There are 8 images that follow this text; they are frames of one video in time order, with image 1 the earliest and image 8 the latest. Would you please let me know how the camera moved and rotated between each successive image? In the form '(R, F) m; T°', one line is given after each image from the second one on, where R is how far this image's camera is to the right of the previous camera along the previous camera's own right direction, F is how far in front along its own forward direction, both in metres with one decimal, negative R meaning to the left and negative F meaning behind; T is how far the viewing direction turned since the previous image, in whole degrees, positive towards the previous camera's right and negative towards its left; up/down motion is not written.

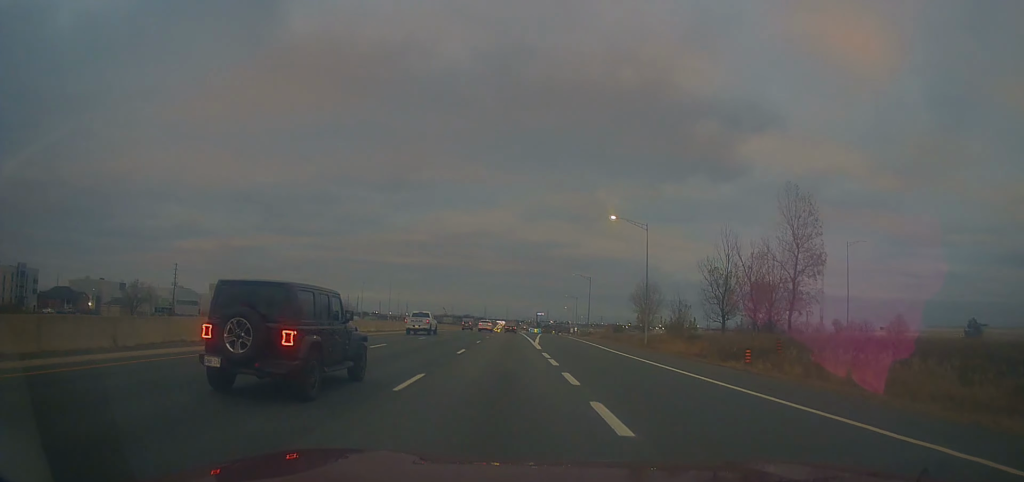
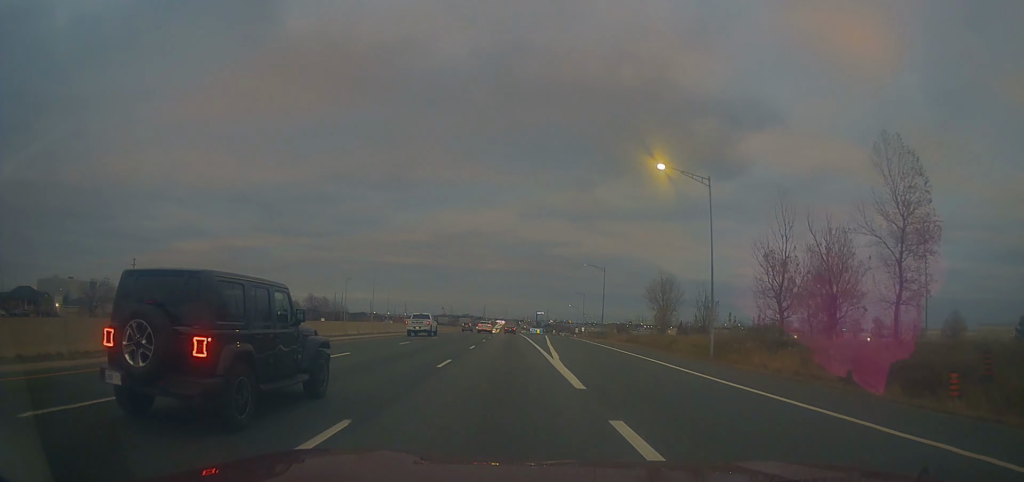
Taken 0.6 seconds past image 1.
(0.0, +18.7) m; 0°
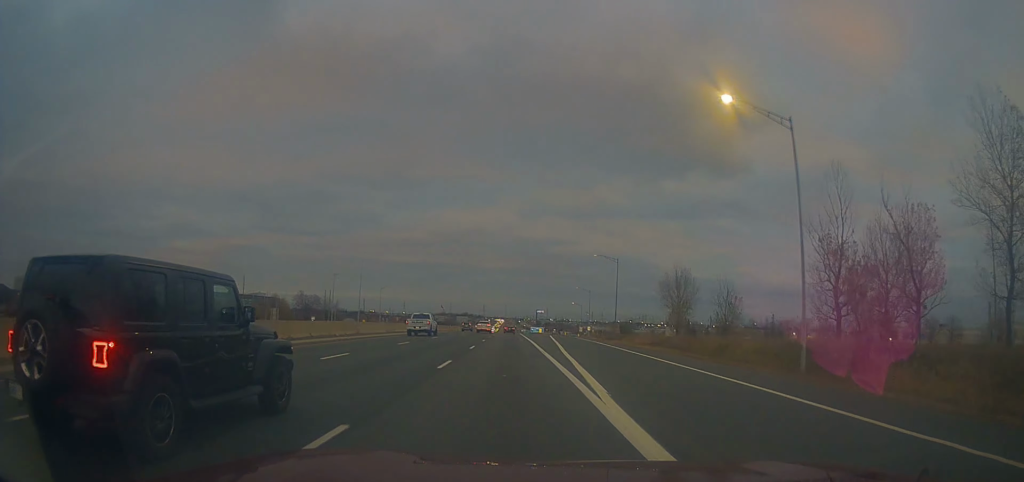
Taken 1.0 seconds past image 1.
(+0.3, +12.5) m; 0°
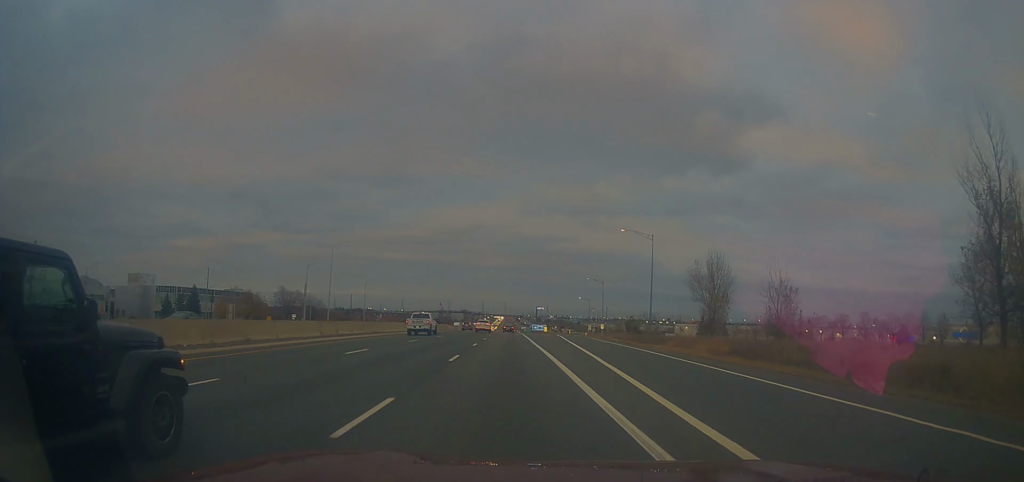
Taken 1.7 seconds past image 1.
(+0.1, +21.8) m; 0°
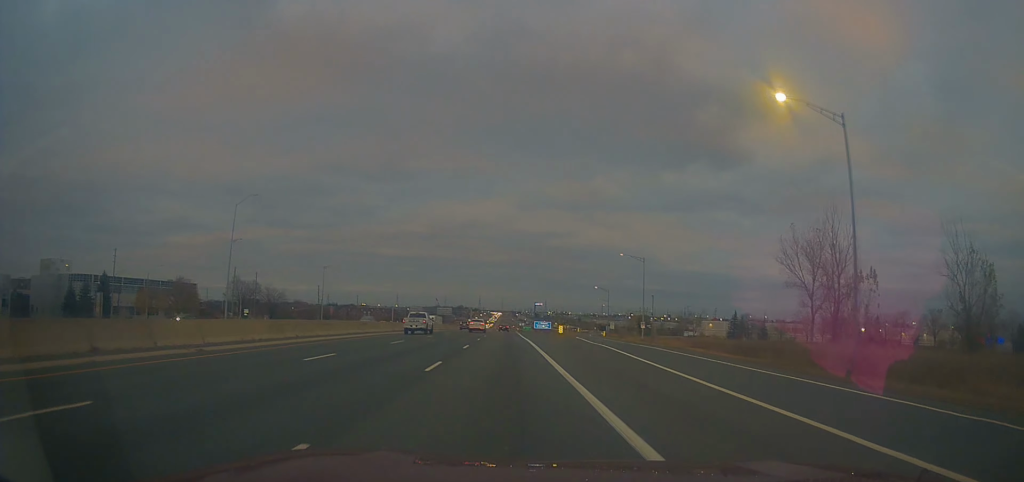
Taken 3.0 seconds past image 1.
(0.0, +40.5) m; 0°
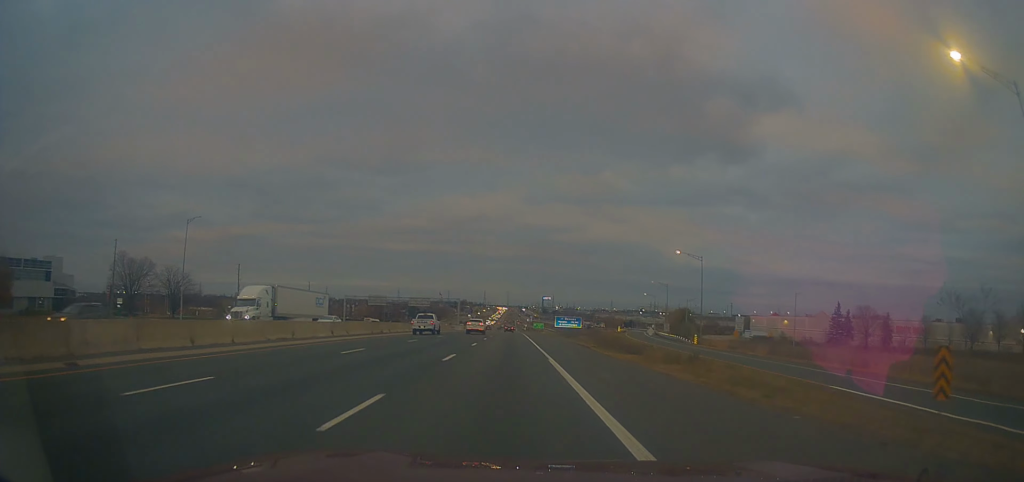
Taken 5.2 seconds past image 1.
(0.0, +69.6) m; 0°
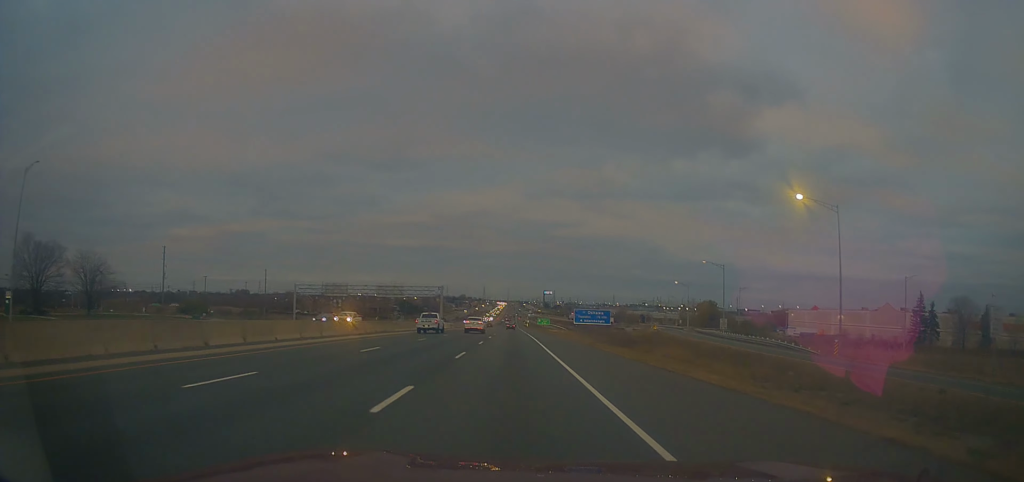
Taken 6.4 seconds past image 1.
(-0.4, +35.4) m; -1°
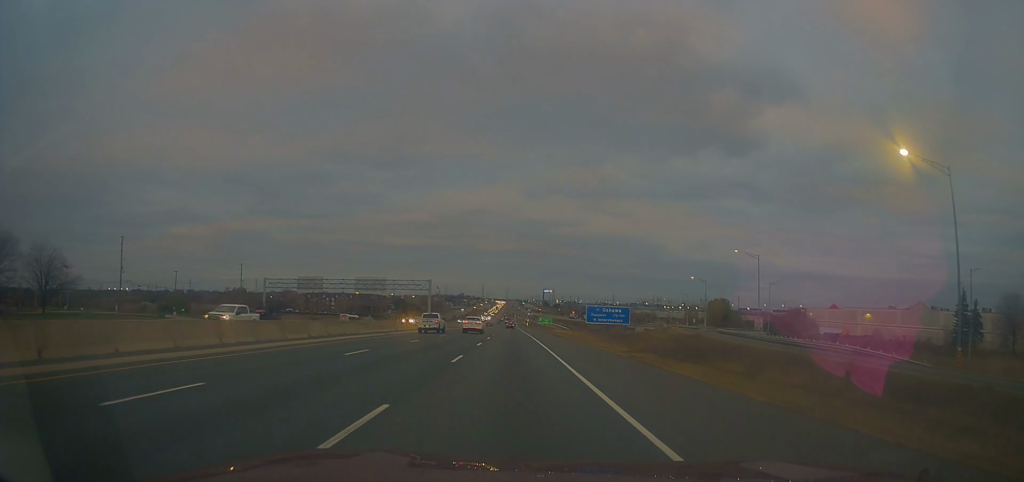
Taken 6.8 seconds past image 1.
(0.0, +14.6) m; +1°
